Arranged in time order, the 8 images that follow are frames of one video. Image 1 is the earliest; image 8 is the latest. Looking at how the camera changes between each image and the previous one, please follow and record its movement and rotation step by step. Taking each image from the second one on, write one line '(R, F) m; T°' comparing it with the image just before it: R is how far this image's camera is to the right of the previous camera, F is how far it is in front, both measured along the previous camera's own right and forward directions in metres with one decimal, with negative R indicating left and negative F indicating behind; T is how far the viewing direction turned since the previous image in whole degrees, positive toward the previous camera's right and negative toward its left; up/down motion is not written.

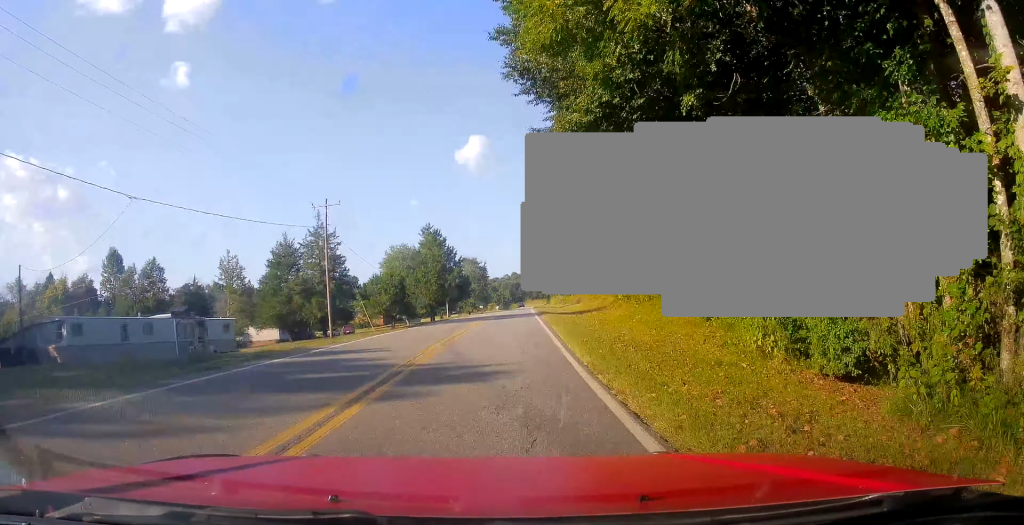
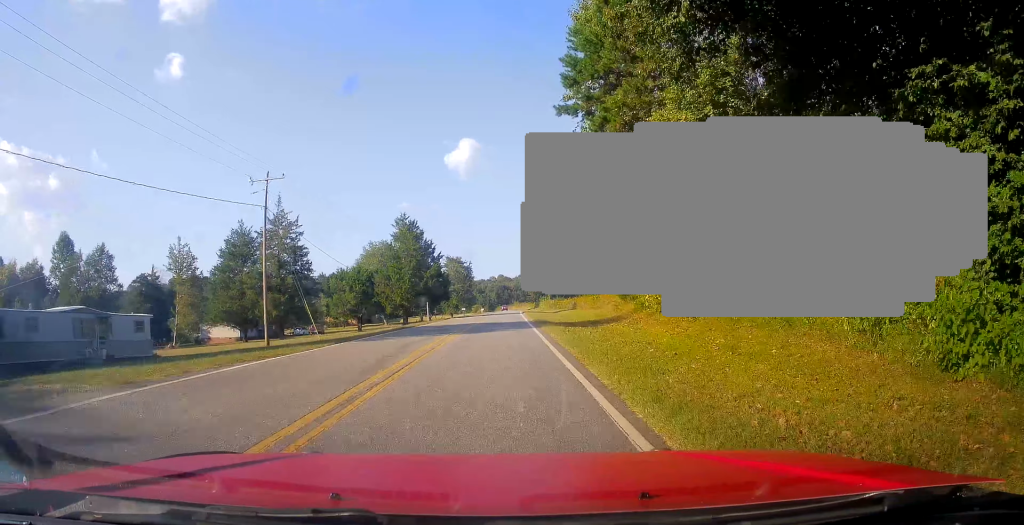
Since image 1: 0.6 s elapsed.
(0.0, +10.4) m; +1°
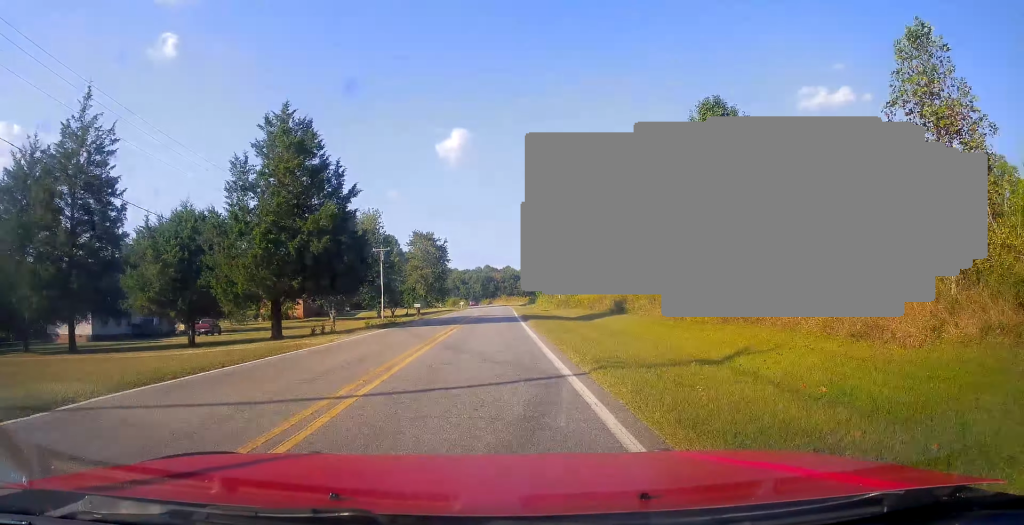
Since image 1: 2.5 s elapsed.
(+0.2, +34.7) m; 0°
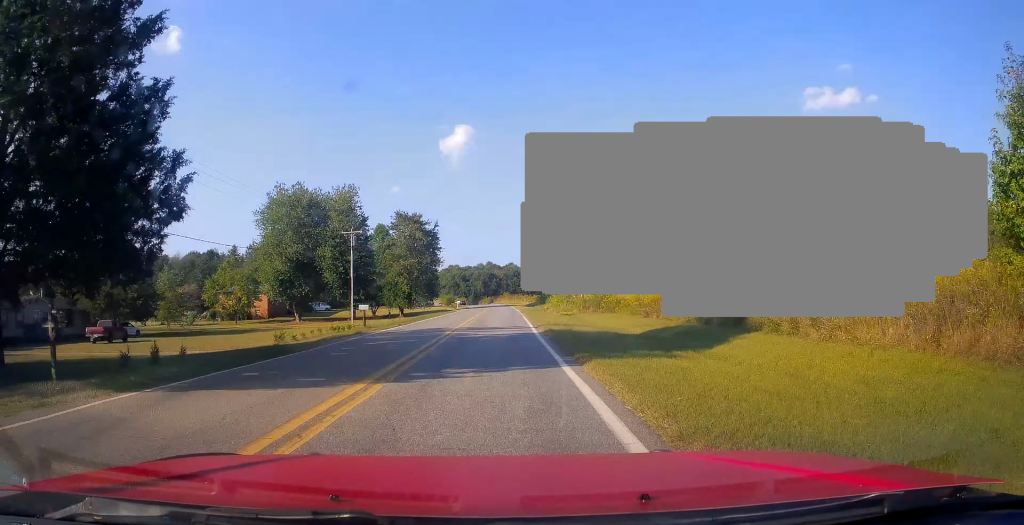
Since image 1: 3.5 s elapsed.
(-0.3, +19.3) m; 0°
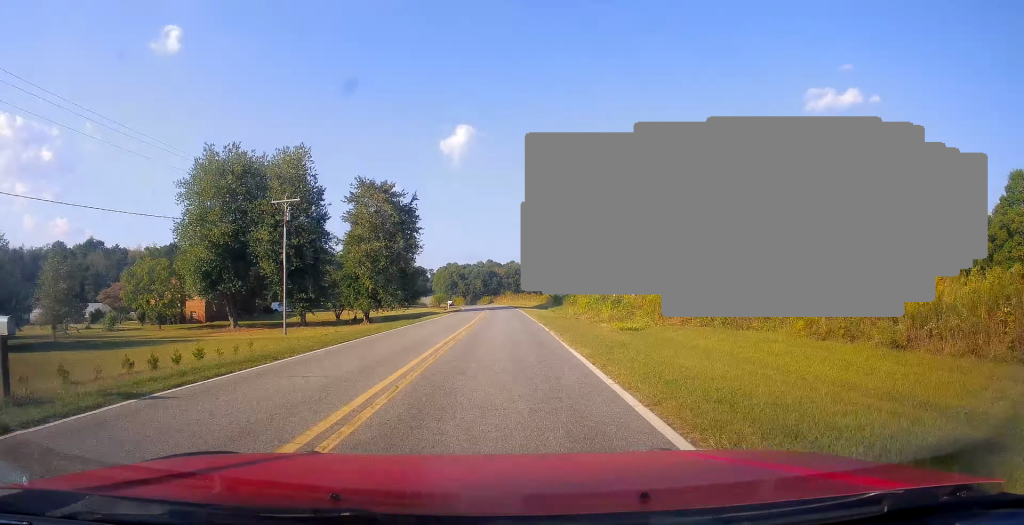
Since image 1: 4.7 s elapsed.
(+0.2, +22.4) m; +1°
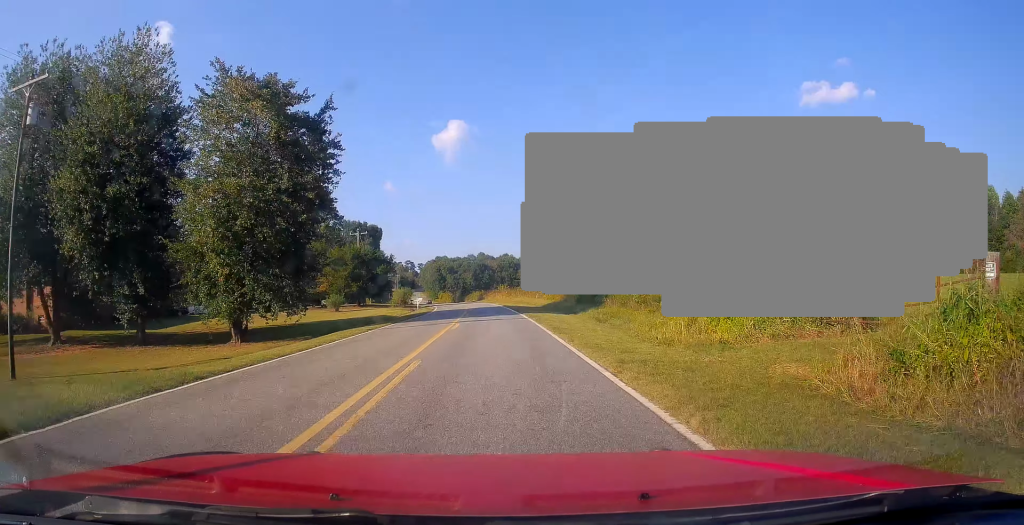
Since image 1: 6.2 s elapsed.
(0.0, +28.9) m; +1°
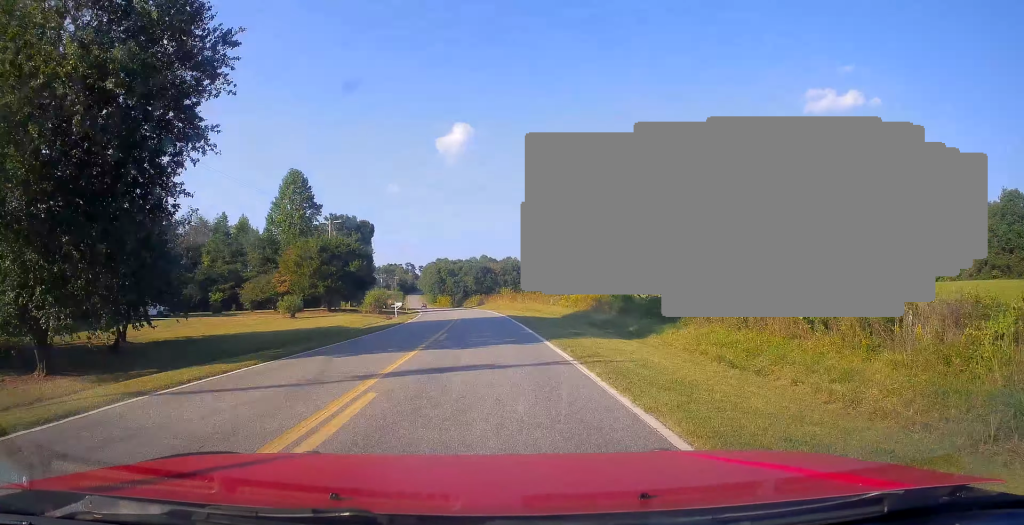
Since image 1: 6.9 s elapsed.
(+0.2, +15.3) m; -1°
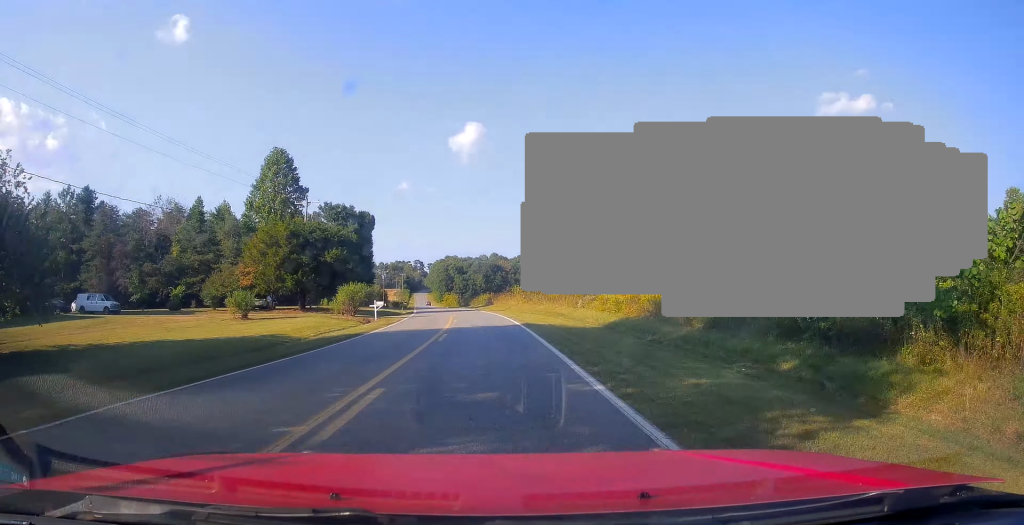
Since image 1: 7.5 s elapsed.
(-0.2, +12.8) m; -1°
